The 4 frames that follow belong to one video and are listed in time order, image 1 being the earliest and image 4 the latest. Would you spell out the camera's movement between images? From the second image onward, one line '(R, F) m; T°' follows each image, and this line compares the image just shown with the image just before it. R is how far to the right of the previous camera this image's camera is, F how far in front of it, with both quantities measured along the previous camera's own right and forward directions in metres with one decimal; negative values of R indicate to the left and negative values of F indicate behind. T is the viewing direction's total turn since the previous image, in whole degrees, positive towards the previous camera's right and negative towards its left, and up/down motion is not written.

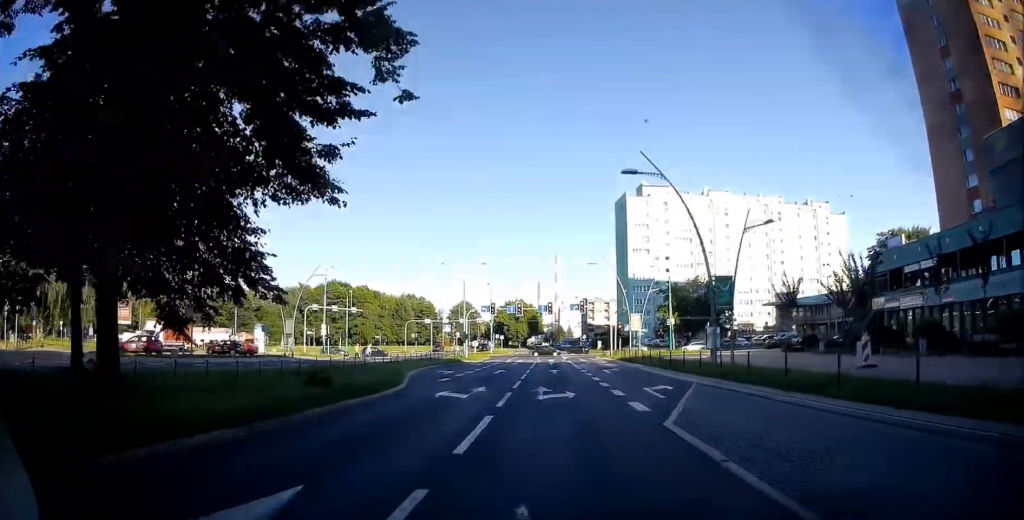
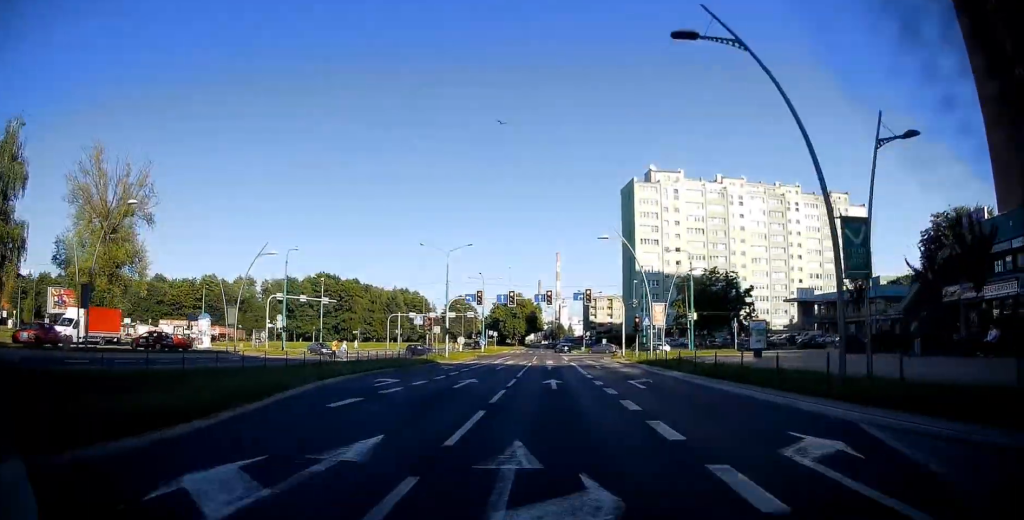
(0.0, +11.9) m; +1°
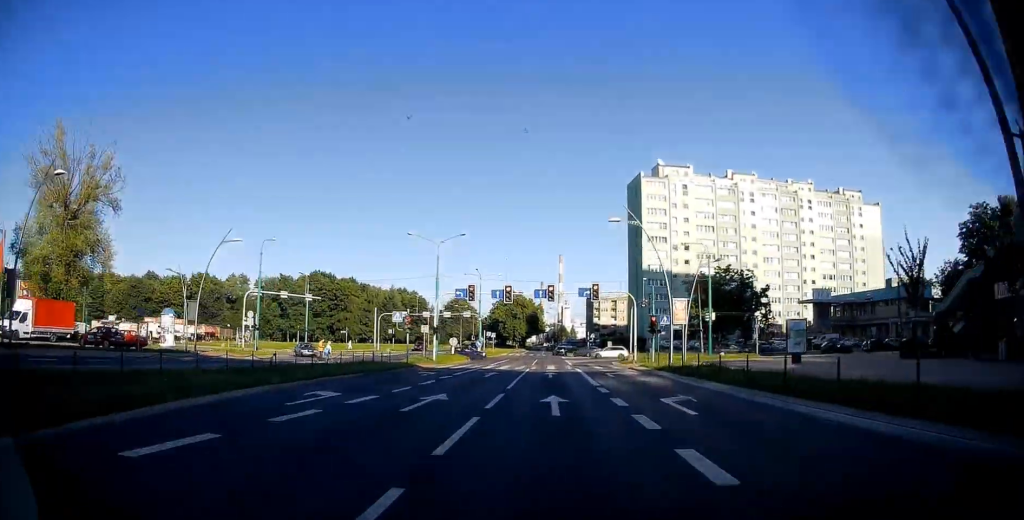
(0.0, +6.9) m; 0°
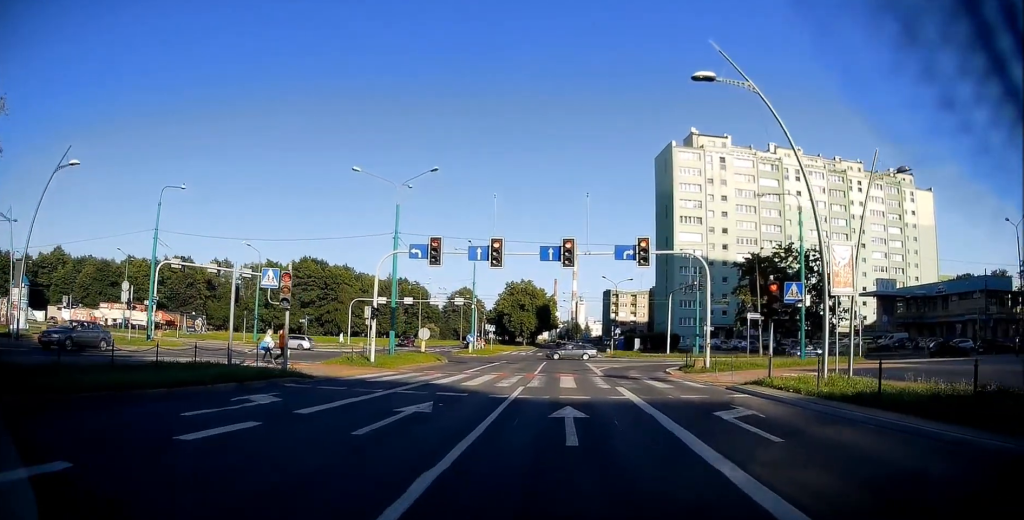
(-0.3, +20.9) m; 0°
